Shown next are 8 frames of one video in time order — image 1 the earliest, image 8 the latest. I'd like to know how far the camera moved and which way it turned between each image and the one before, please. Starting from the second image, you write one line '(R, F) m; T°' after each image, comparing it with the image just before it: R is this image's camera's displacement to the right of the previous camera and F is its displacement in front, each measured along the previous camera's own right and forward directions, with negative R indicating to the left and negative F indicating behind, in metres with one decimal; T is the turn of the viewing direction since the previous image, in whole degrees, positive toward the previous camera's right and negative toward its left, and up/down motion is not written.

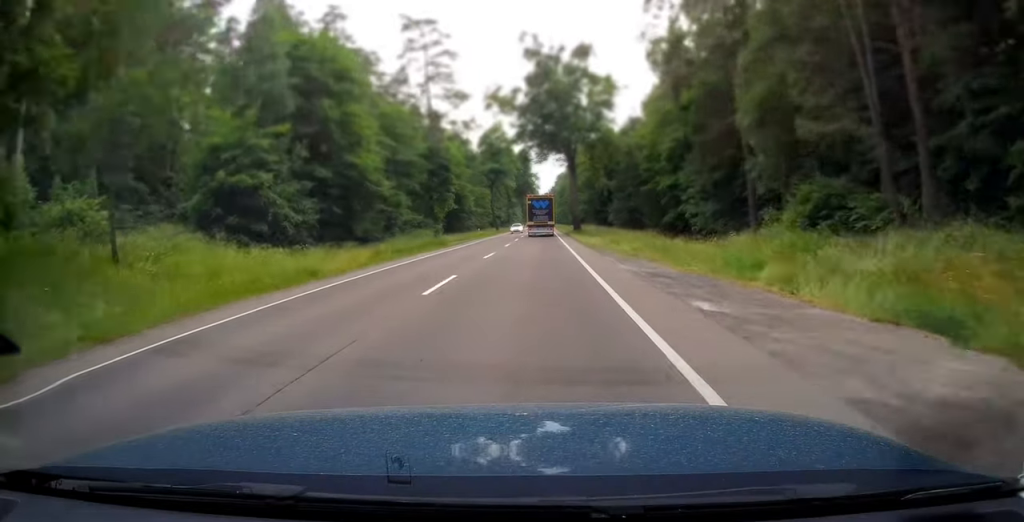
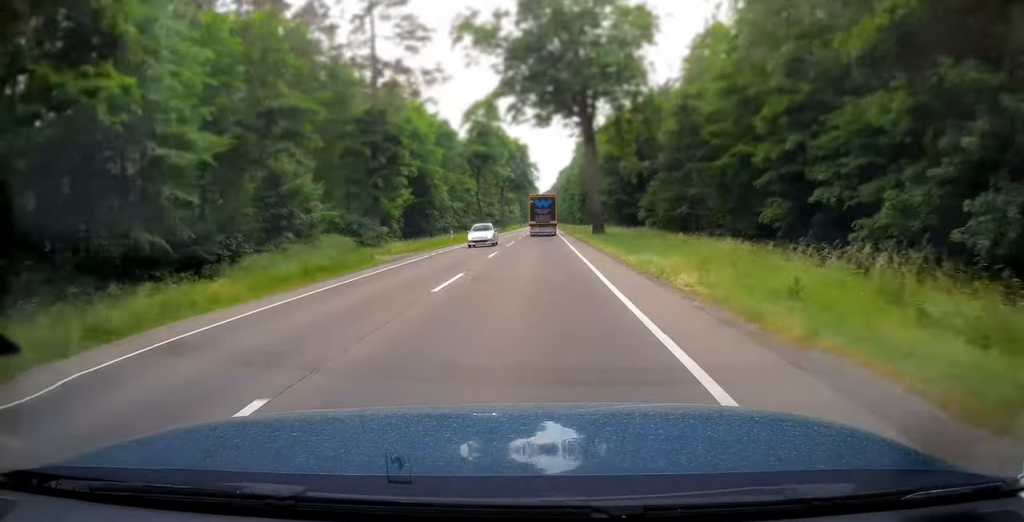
(0.0, +25.0) m; 0°
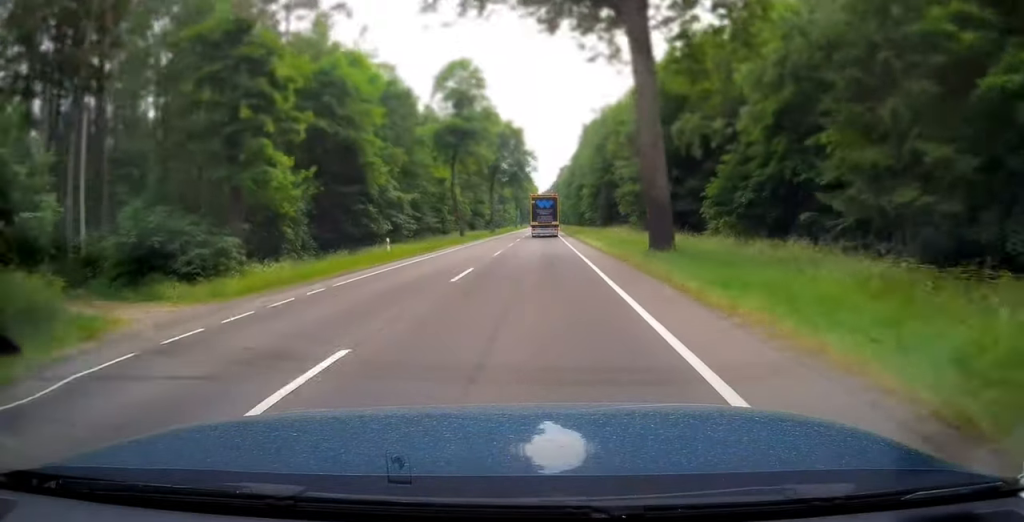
(-0.1, +23.3) m; 0°
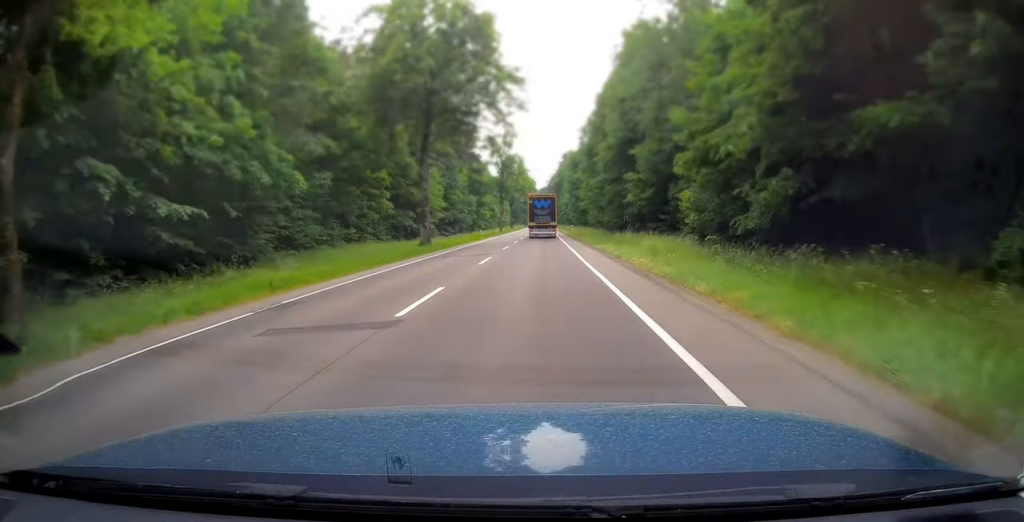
(+0.3, +55.3) m; 0°
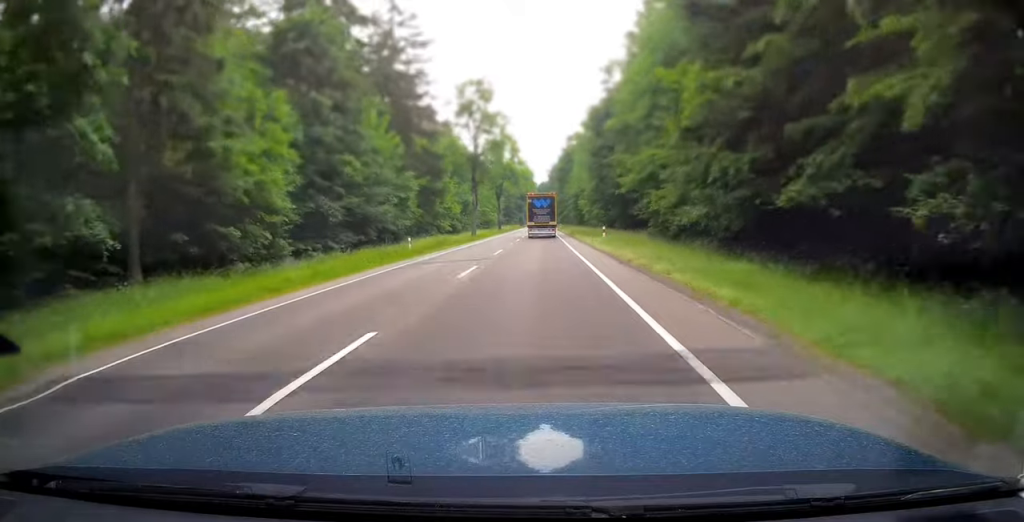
(0.0, +42.7) m; 0°
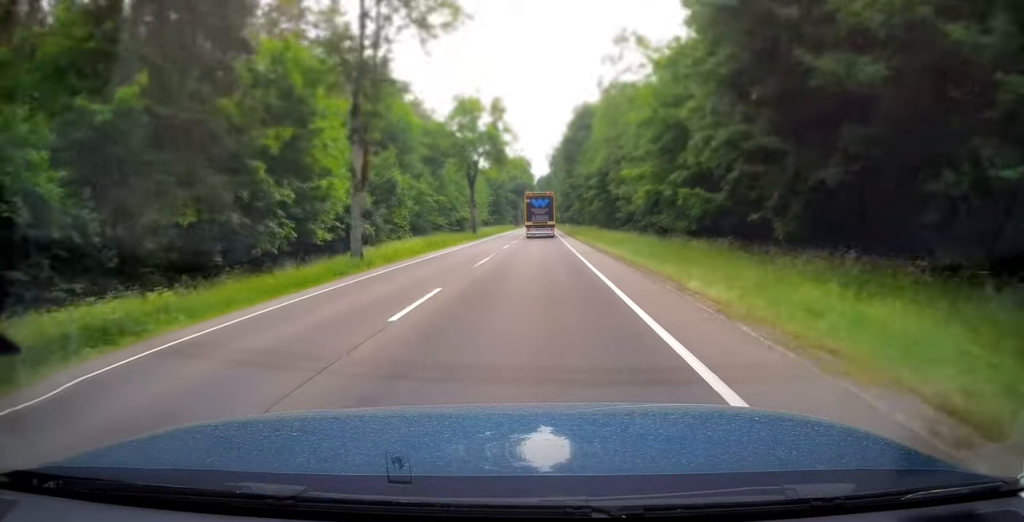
(0.0, +43.0) m; 0°
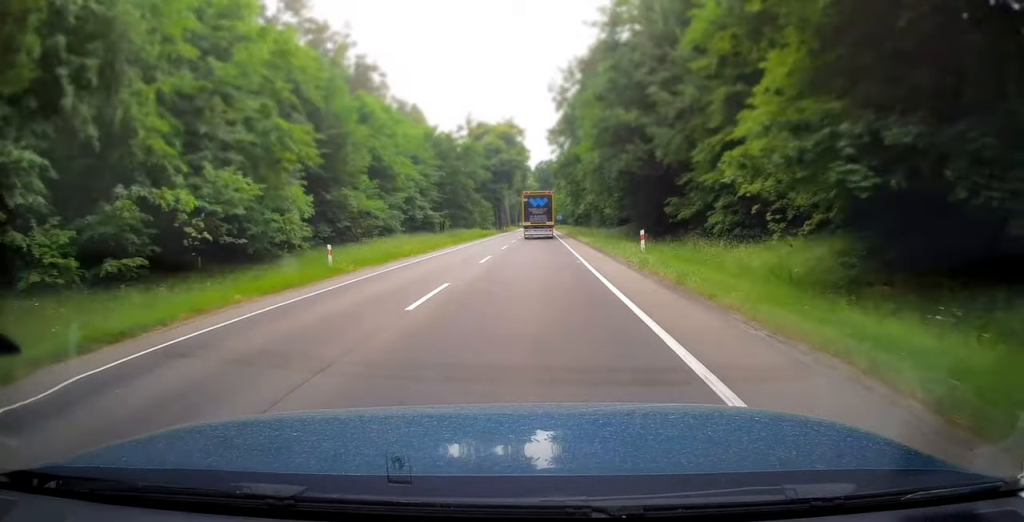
(-0.1, +70.7) m; 0°
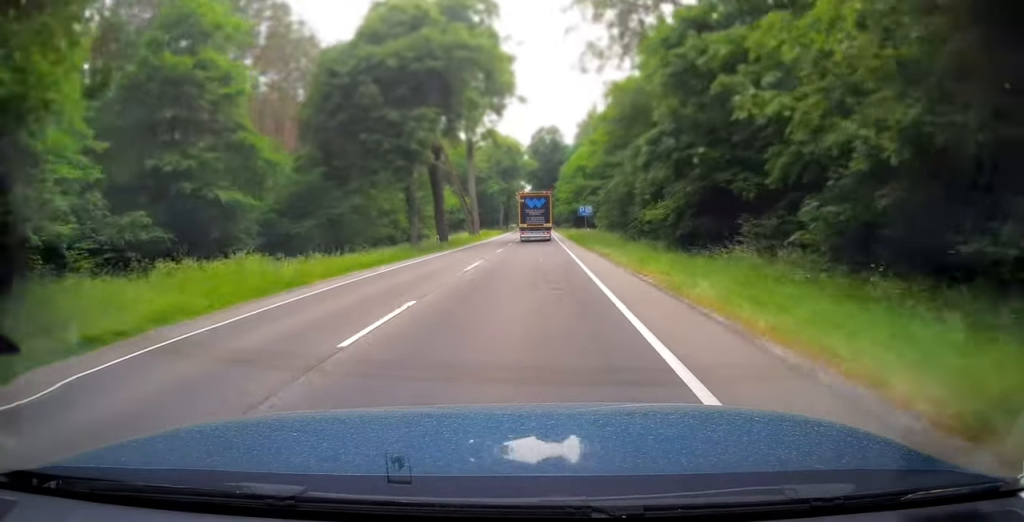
(+0.4, +74.4) m; 0°
